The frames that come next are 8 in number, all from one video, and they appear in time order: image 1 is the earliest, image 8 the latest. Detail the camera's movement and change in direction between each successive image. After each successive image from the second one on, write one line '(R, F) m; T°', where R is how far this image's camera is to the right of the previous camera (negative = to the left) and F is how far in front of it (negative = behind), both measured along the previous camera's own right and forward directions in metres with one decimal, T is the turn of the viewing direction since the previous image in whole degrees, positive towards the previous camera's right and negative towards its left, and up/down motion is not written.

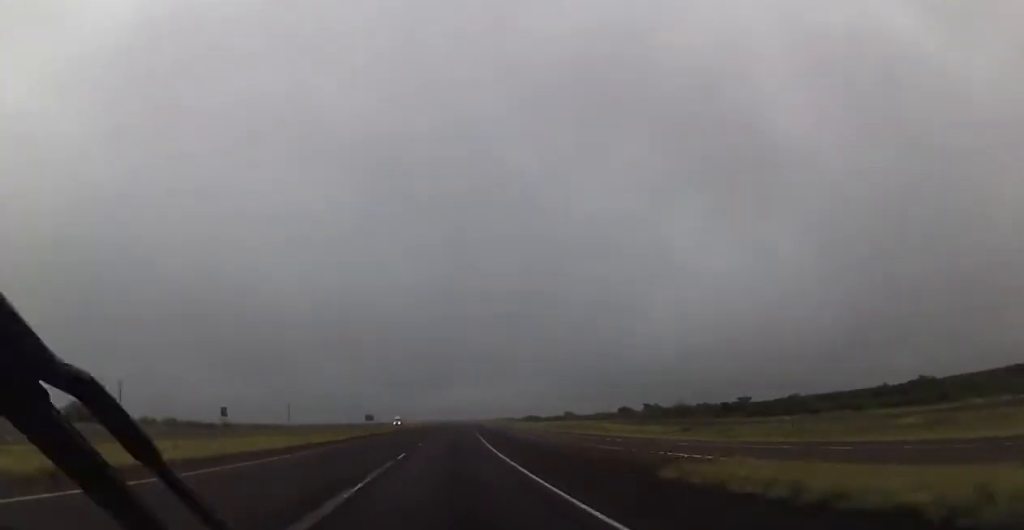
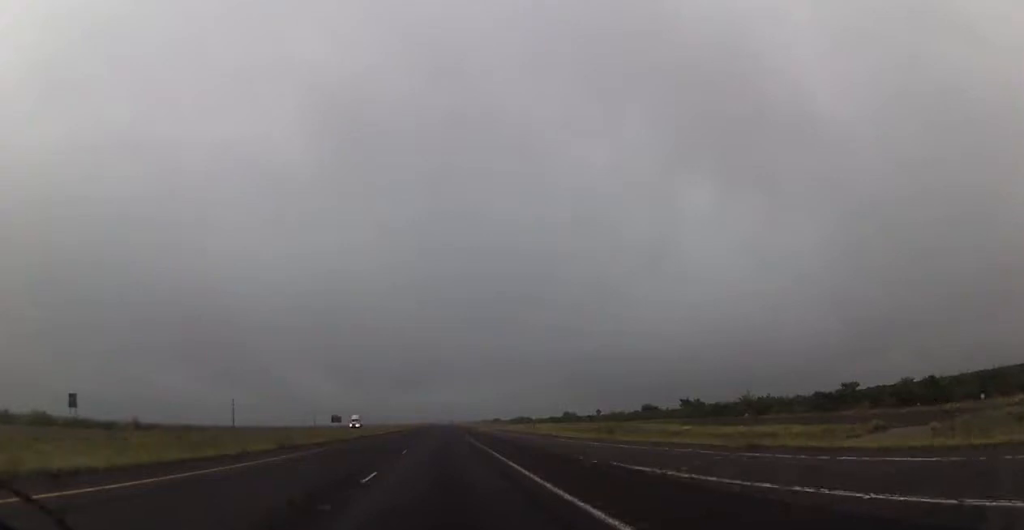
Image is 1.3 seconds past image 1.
(+0.3, +45.9) m; +2°
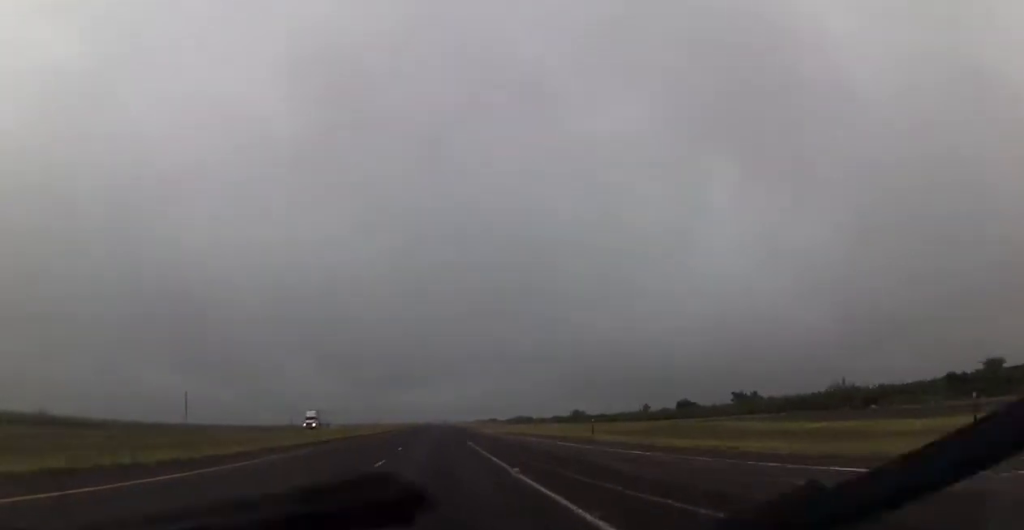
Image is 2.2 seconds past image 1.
(+0.6, +32.6) m; +1°
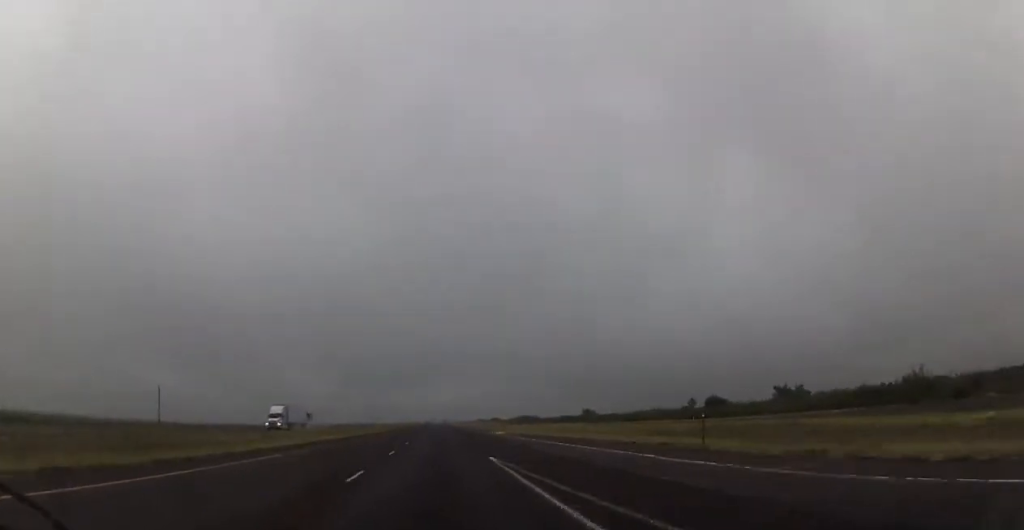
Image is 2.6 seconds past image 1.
(+0.1, +16.9) m; 0°
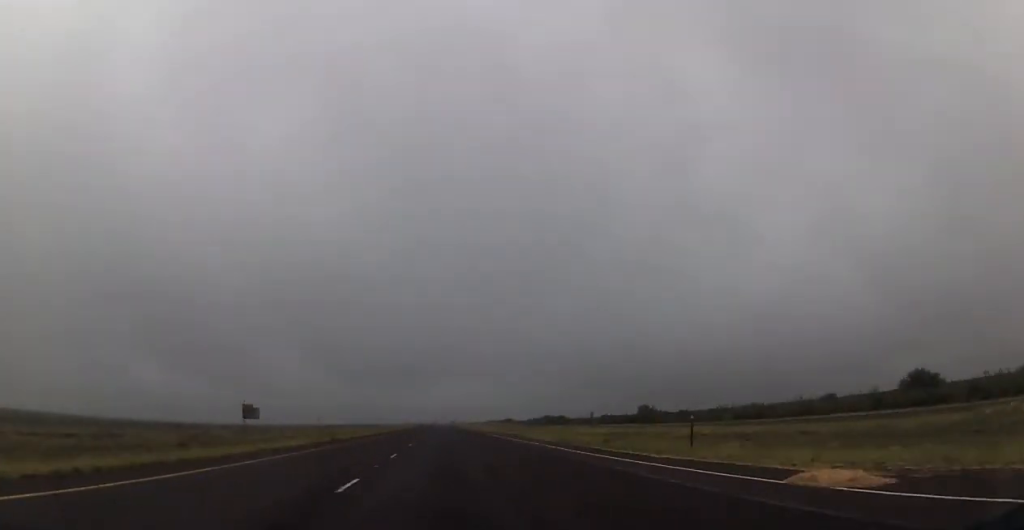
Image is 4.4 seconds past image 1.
(-0.4, +63.5) m; -1°
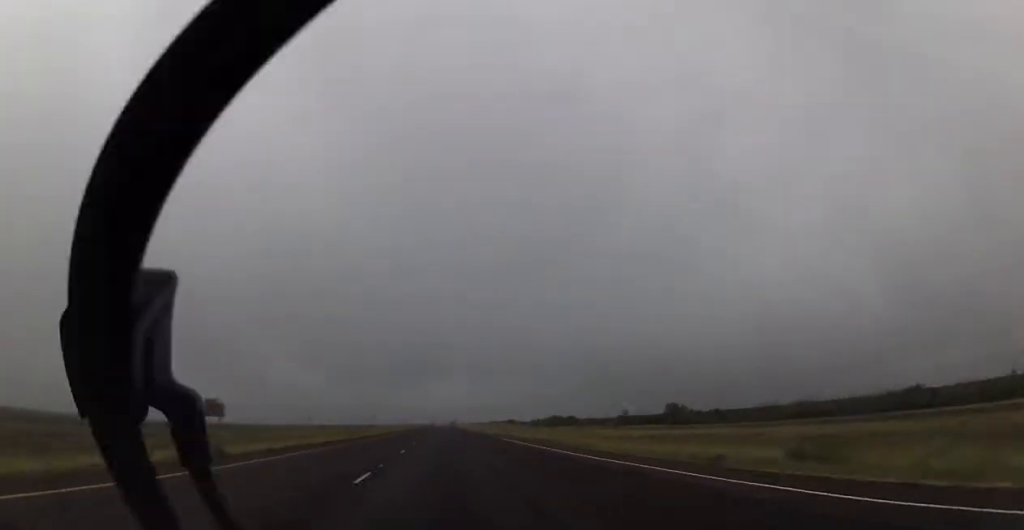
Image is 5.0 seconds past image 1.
(0.0, +22.8) m; 0°
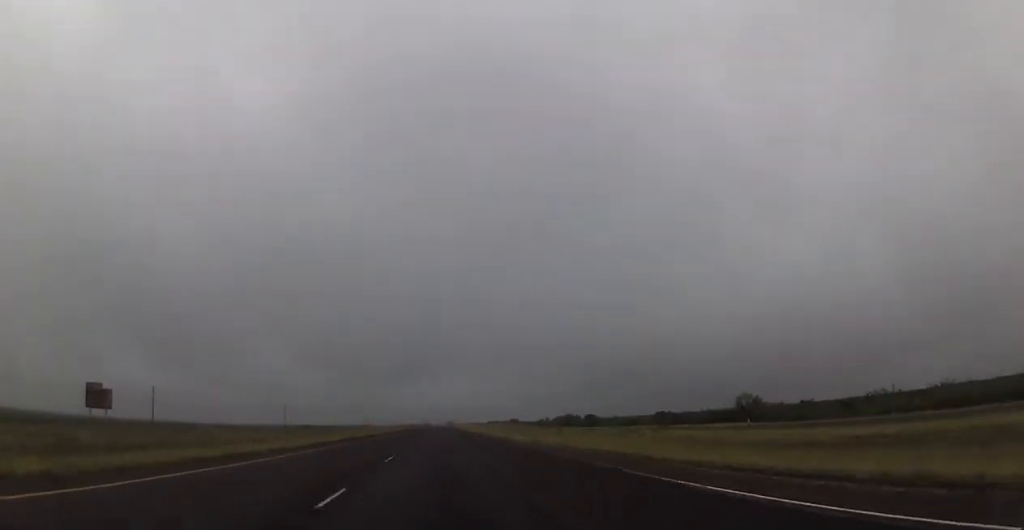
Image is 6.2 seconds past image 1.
(+0.2, +40.9) m; 0°
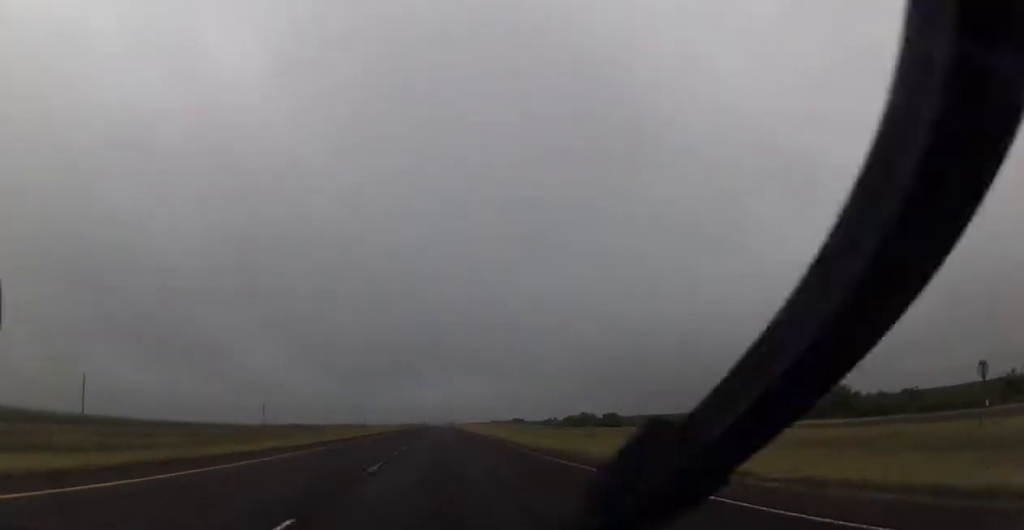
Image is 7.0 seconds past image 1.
(-0.1, +29.0) m; 0°
